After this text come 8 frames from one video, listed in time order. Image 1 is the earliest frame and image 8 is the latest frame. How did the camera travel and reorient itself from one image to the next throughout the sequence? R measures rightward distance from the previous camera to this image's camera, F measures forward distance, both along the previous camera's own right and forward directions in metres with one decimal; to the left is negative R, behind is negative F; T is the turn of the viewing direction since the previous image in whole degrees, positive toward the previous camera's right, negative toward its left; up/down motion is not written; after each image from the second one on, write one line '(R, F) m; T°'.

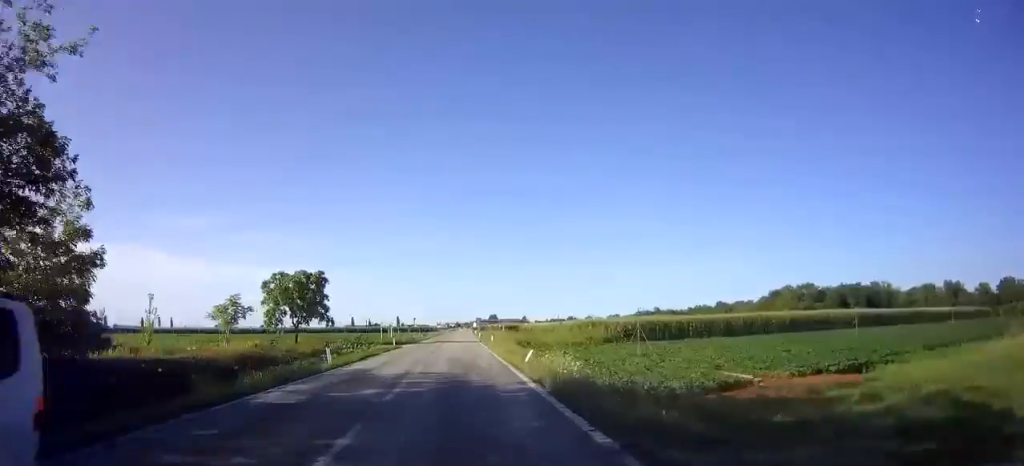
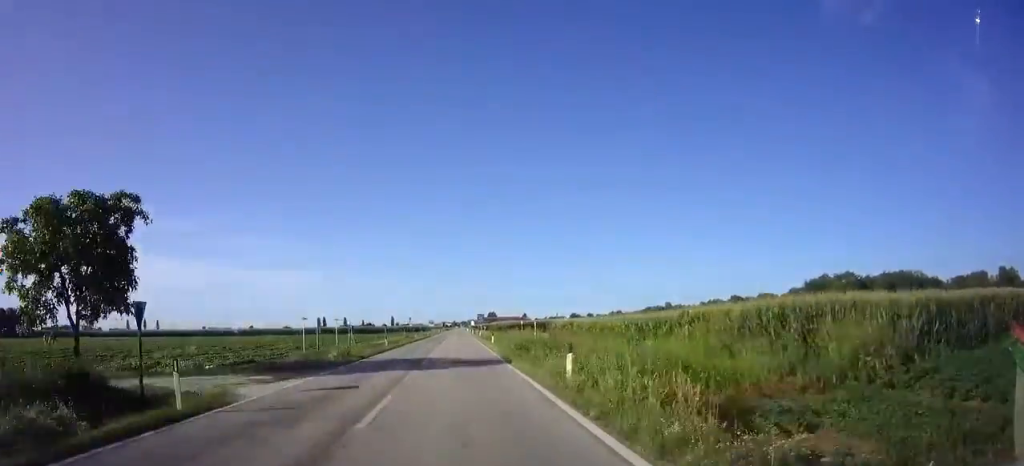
(0.0, +32.7) m; 0°
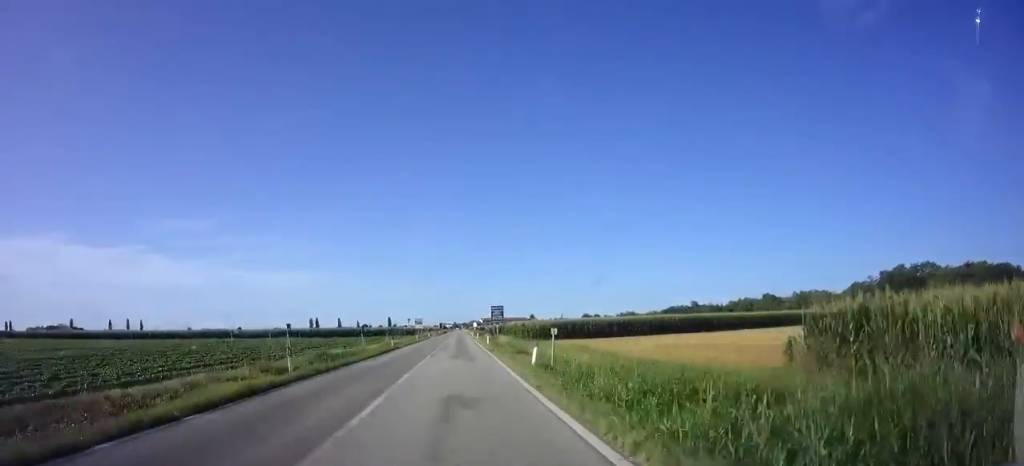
(+0.1, +46.9) m; 0°
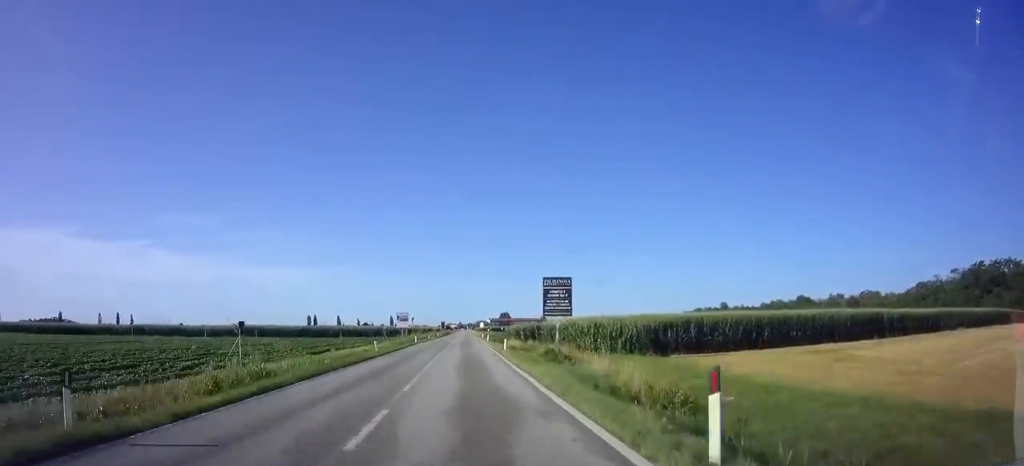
(-0.2, +36.8) m; 0°
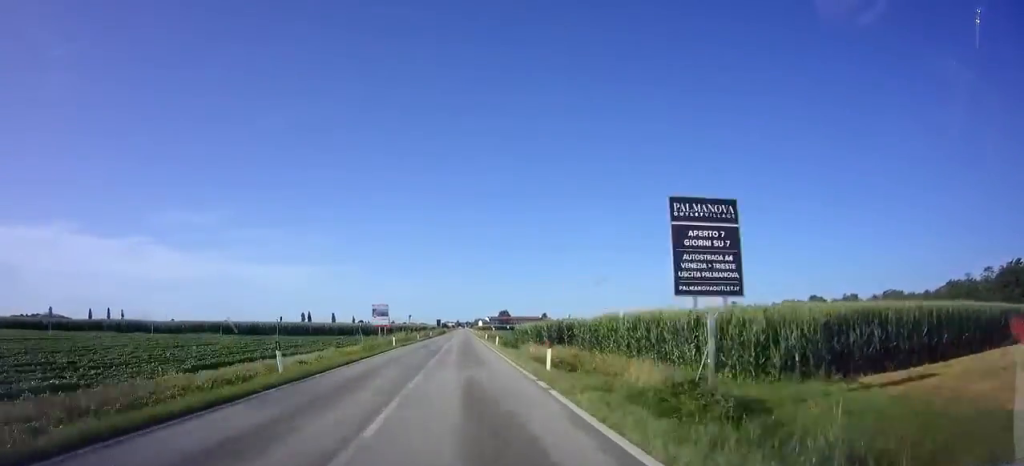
(0.0, +16.6) m; 0°
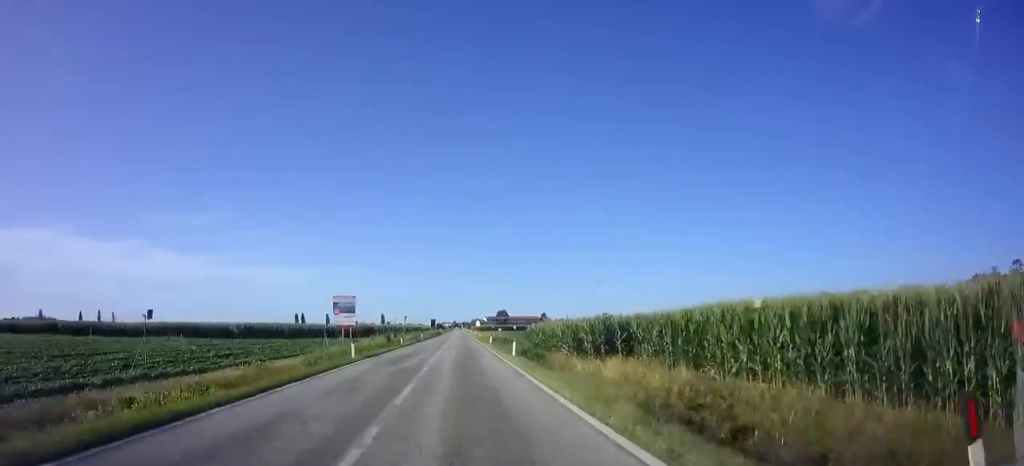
(0.0, +14.0) m; 0°
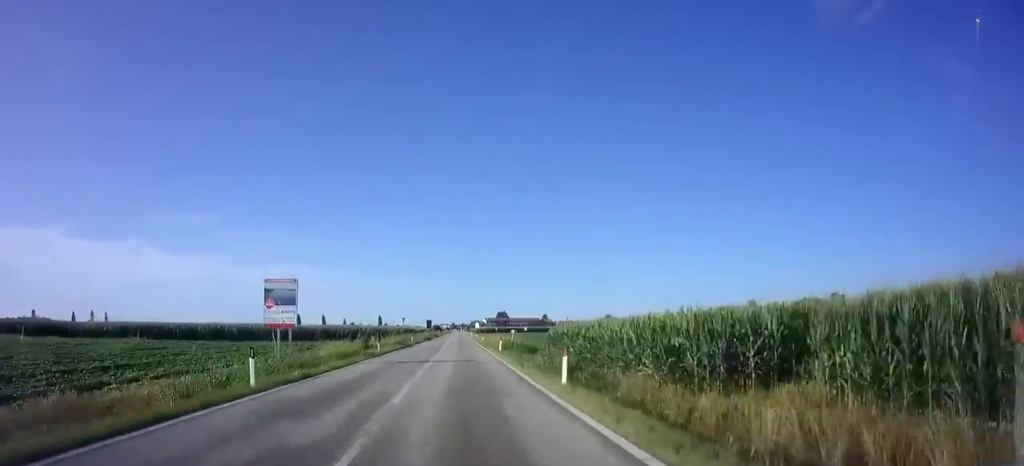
(0.0, +12.3) m; 0°
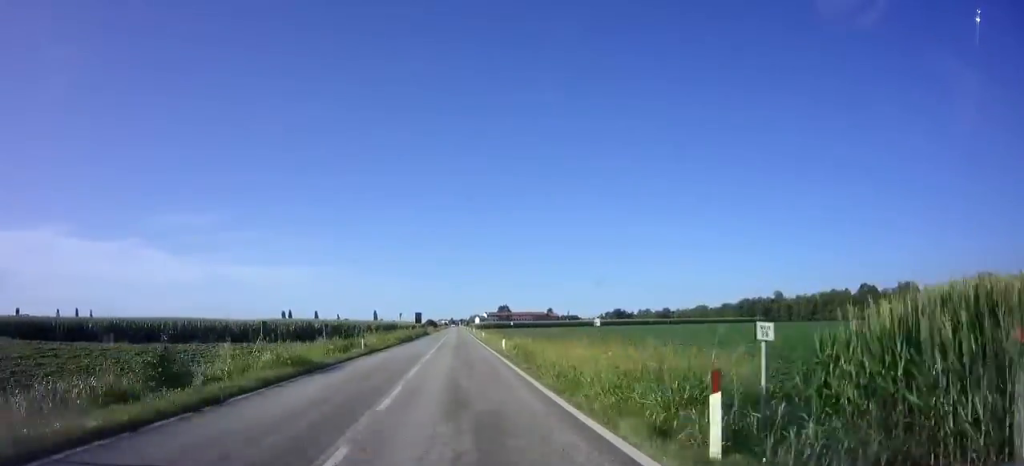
(+0.3, +28.9) m; 0°
